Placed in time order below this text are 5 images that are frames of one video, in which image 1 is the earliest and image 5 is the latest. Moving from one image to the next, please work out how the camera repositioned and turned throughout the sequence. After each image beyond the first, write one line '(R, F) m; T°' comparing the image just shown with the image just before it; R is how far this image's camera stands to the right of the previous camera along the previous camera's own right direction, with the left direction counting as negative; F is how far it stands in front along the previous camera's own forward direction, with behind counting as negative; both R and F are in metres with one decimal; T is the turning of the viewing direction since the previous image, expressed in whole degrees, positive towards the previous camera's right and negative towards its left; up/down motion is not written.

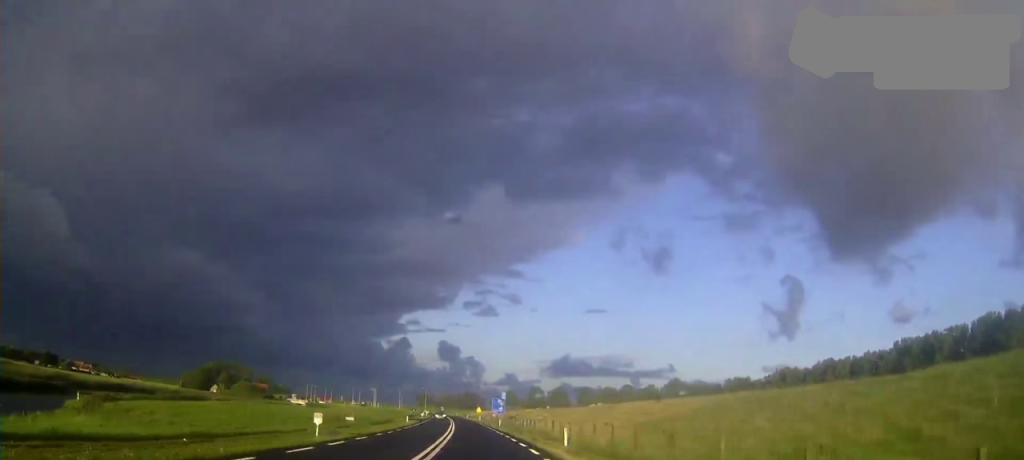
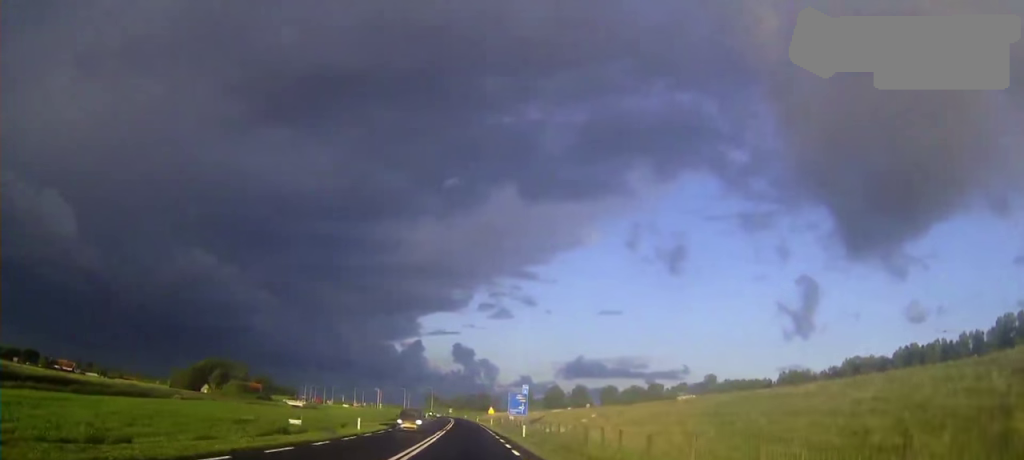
(-0.4, +35.5) m; -1°
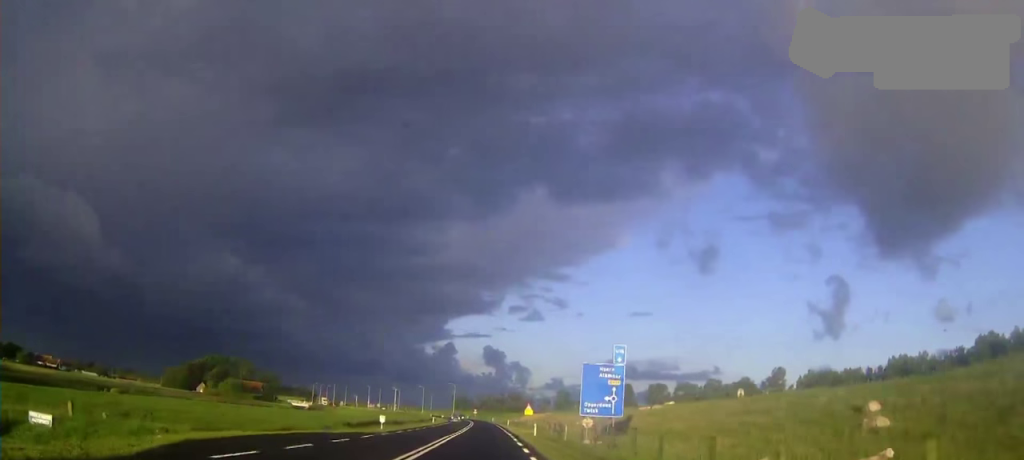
(-0.8, +45.8) m; -2°
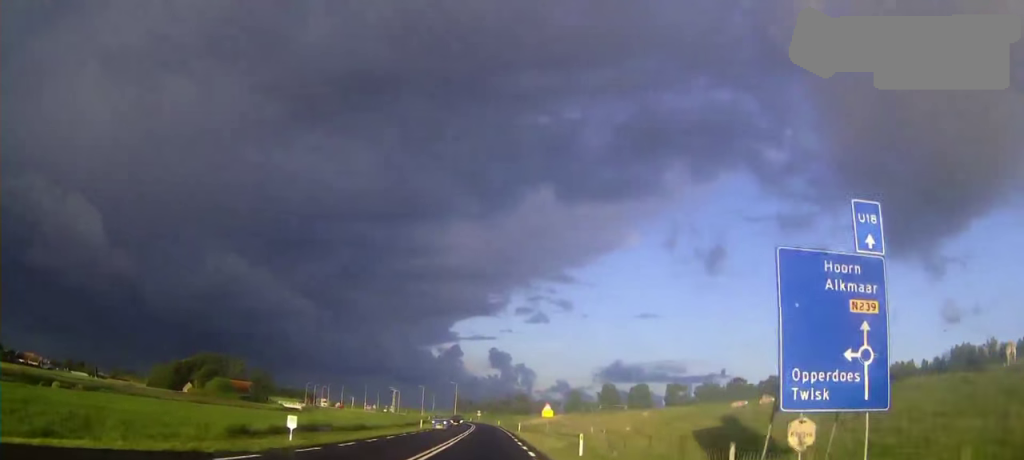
(-0.3, +23.8) m; -1°
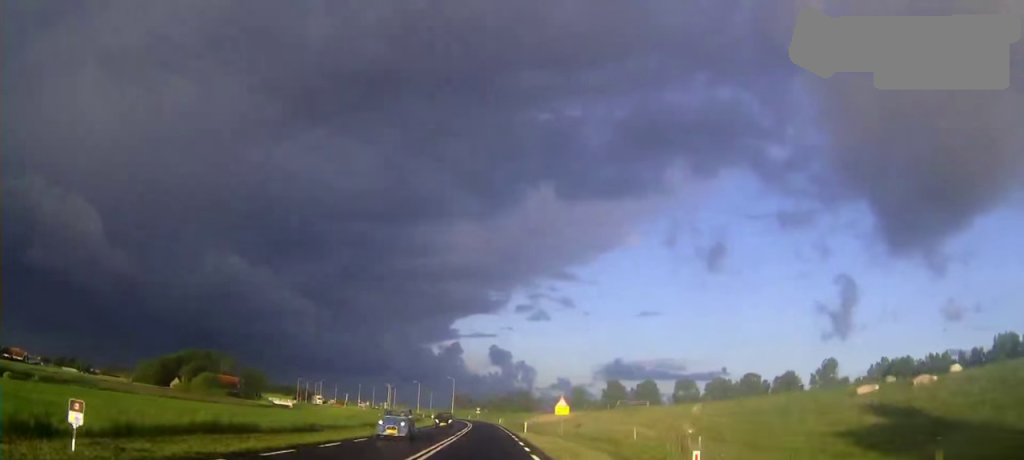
(-0.1, +14.2) m; 0°
